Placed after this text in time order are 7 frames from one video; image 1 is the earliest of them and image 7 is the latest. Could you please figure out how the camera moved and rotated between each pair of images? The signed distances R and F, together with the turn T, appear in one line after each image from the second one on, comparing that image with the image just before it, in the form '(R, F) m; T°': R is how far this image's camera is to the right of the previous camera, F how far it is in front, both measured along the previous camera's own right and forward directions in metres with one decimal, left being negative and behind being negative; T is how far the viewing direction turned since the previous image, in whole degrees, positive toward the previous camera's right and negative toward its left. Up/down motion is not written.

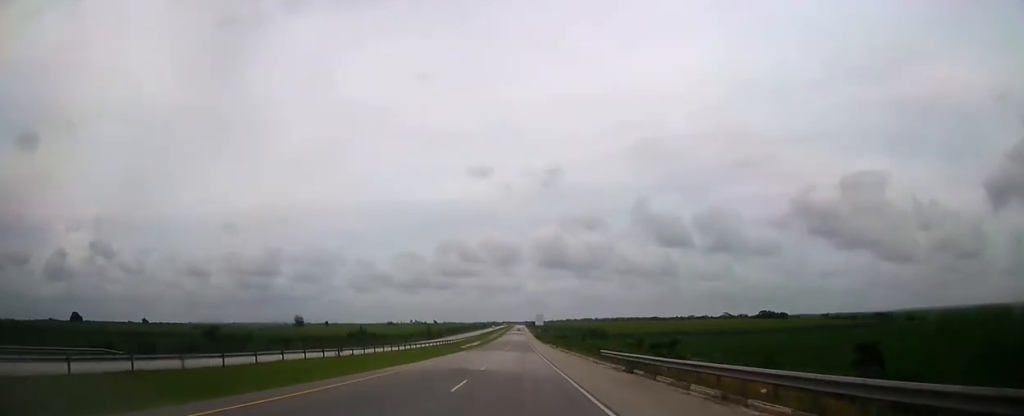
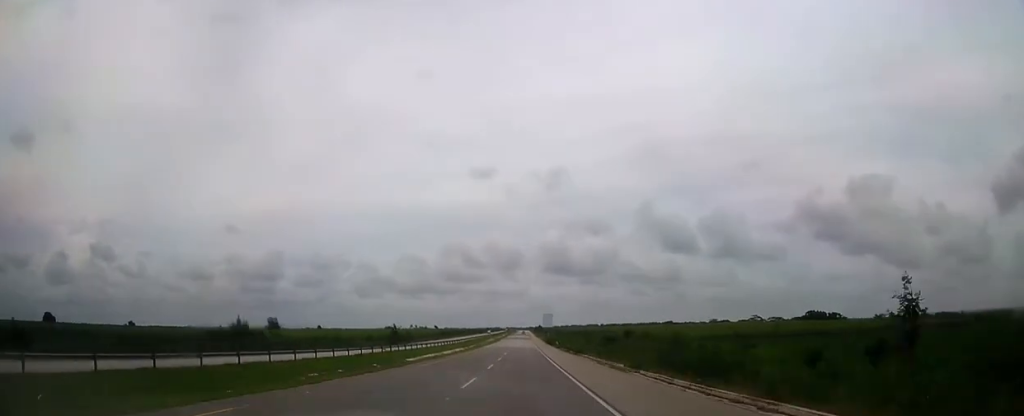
(-0.1, +59.0) m; 0°
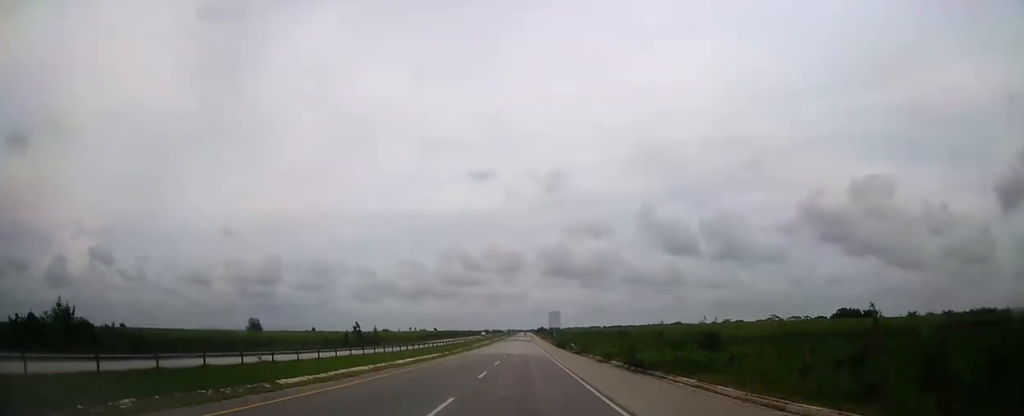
(-0.1, +32.1) m; 0°
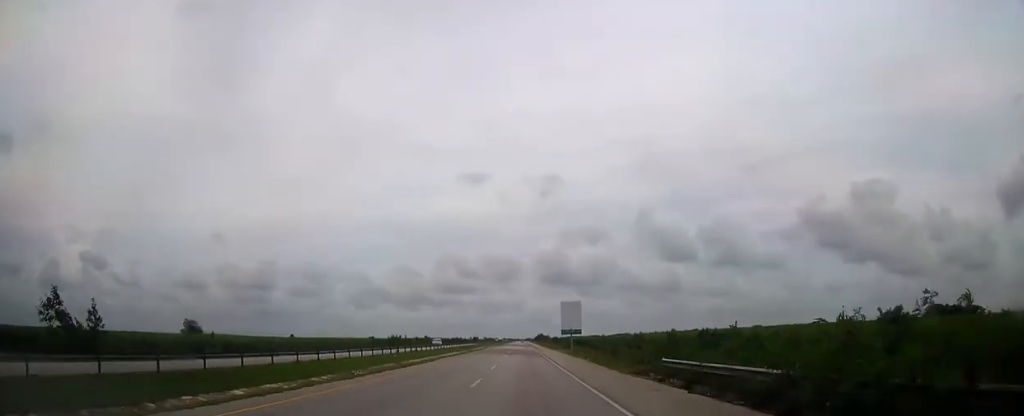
(-0.1, +75.6) m; 0°
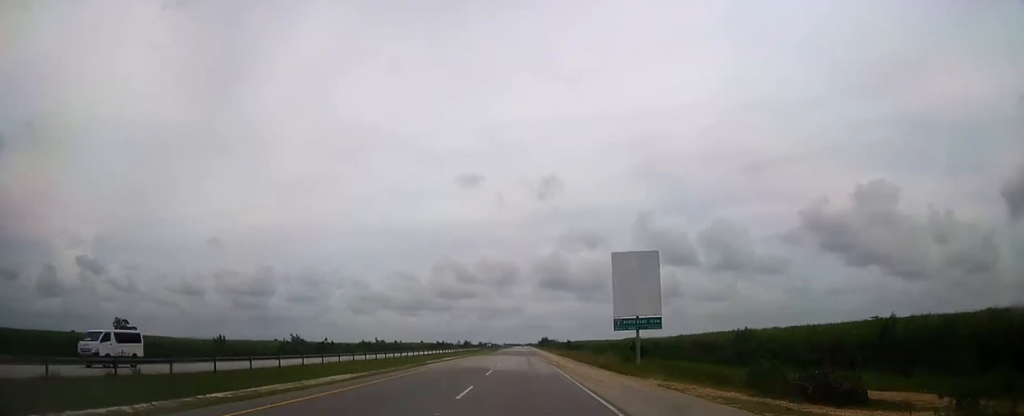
(+0.2, +64.2) m; 0°
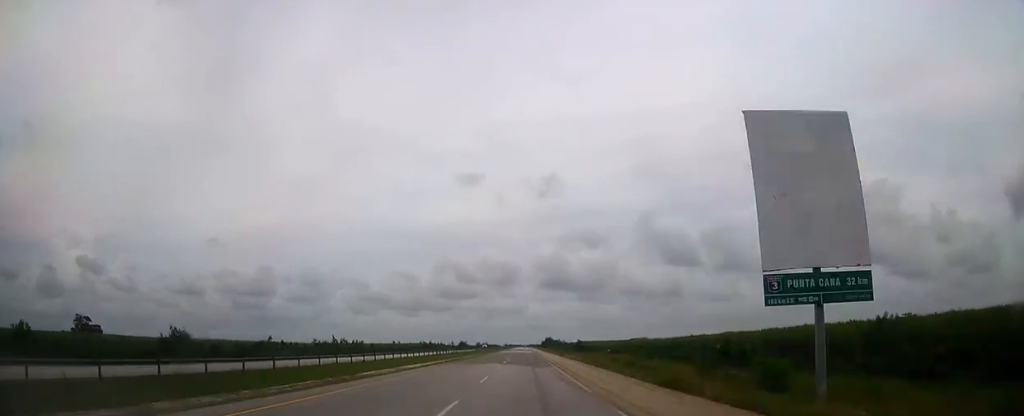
(0.0, +29.0) m; 0°
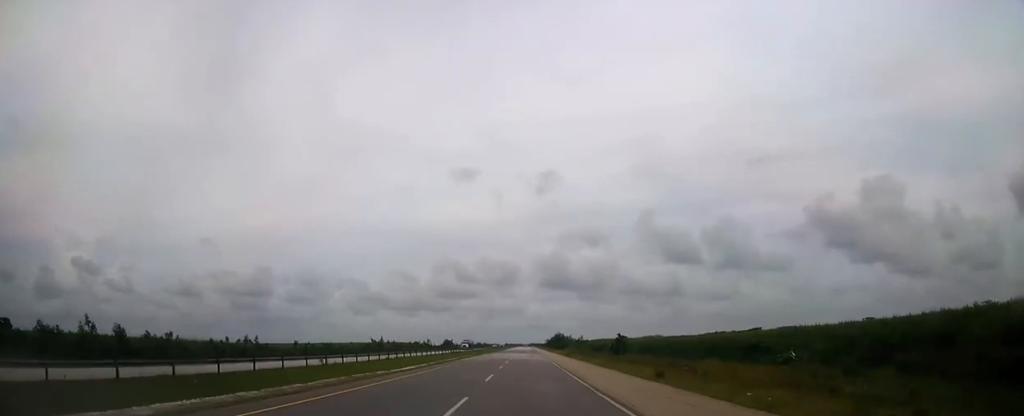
(0.0, +58.6) m; 0°
